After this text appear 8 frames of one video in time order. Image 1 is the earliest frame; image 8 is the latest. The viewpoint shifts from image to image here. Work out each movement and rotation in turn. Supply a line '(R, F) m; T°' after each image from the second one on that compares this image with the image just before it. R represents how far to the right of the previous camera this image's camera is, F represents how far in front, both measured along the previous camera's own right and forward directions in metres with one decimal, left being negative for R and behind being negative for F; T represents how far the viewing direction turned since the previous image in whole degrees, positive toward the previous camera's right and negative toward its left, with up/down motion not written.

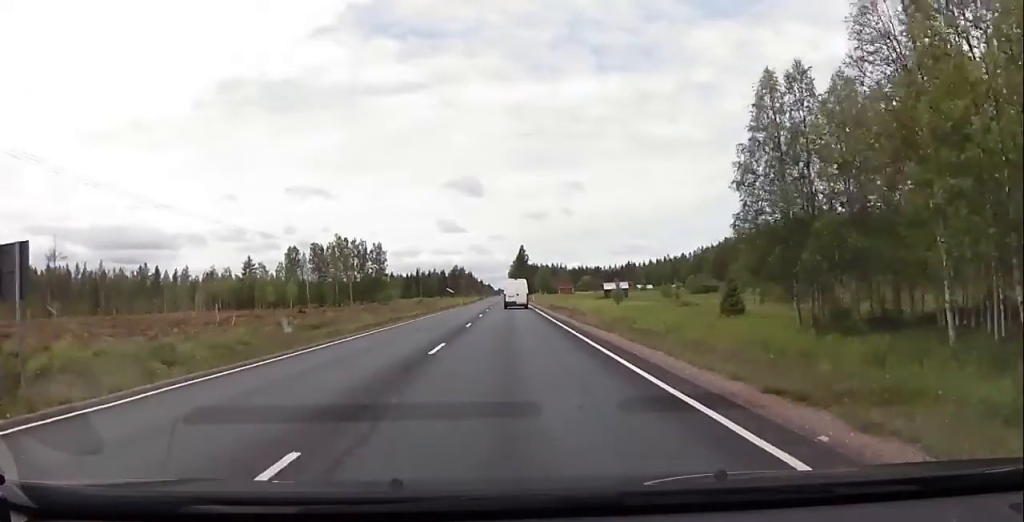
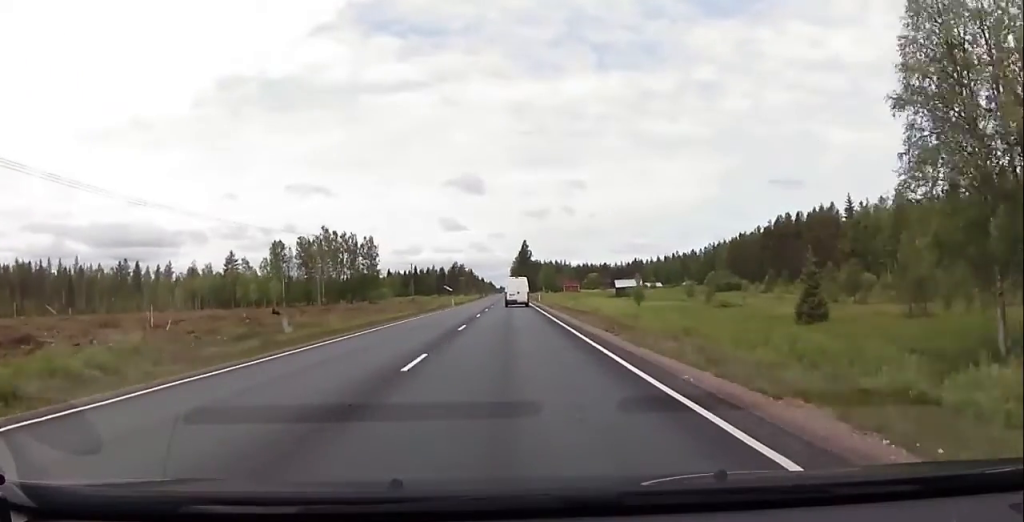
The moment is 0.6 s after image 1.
(0.0, +15.2) m; 0°
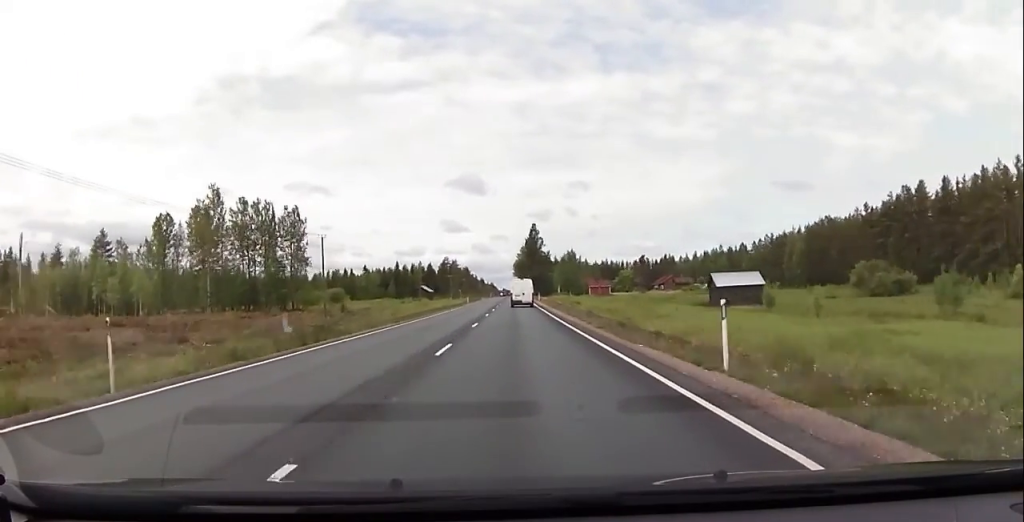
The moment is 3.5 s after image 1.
(0.0, +69.0) m; 0°
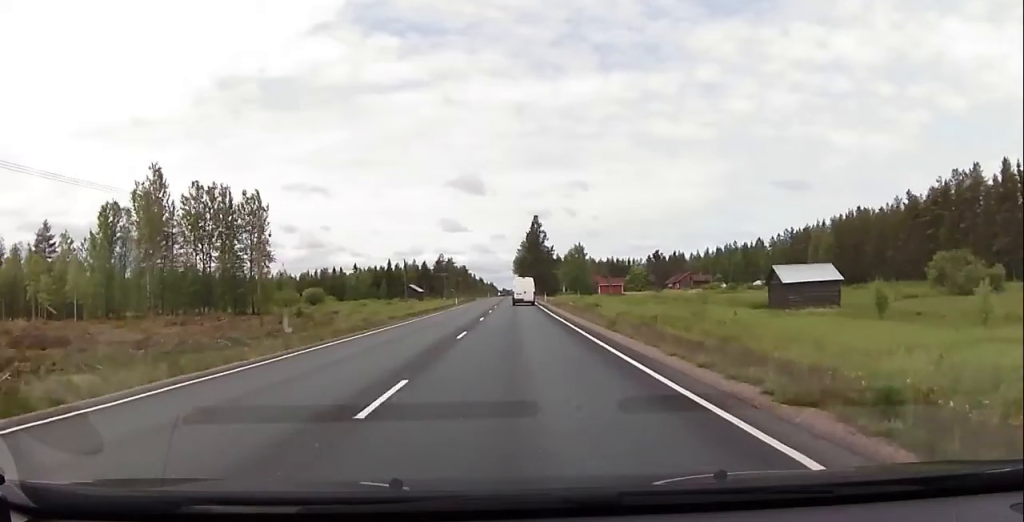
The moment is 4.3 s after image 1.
(0.0, +19.0) m; 0°
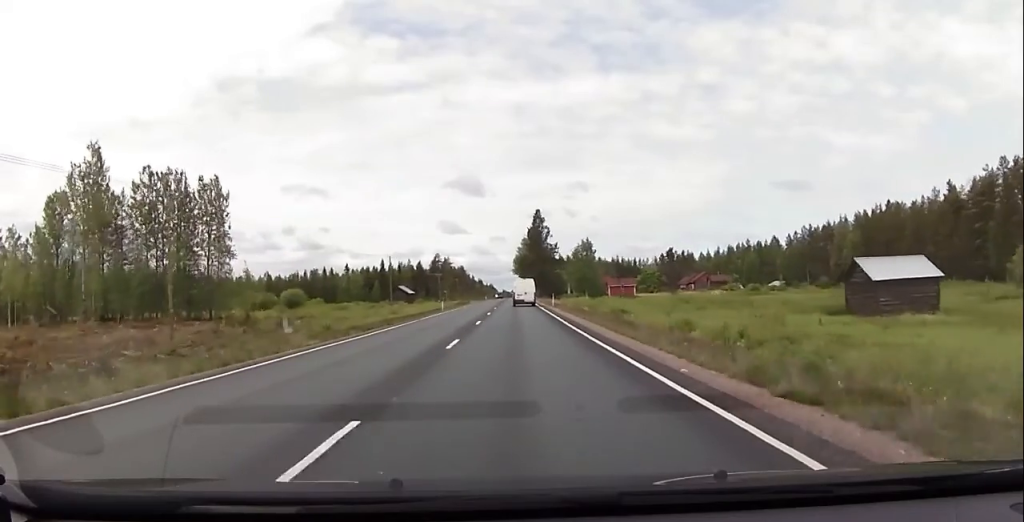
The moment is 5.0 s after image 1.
(0.0, +15.0) m; -1°
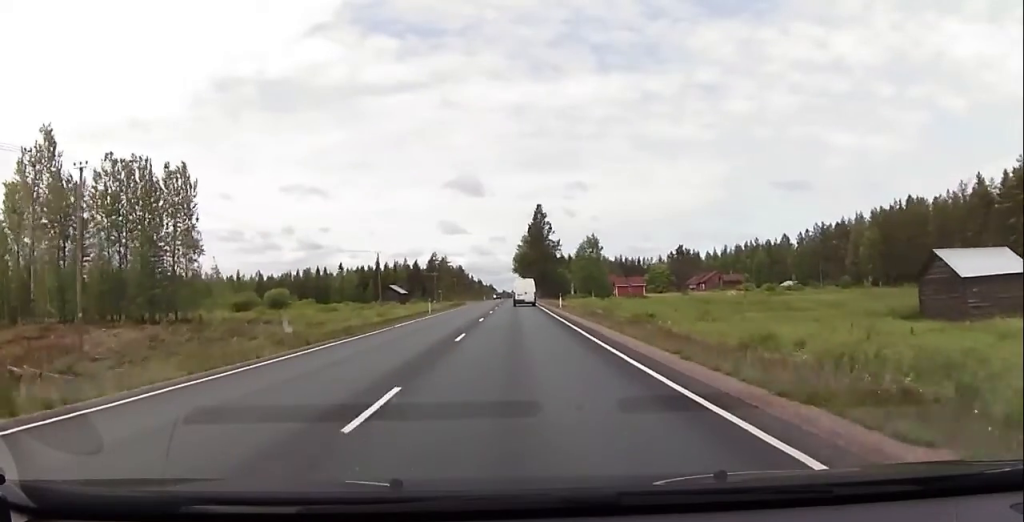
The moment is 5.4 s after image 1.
(+0.1, +9.5) m; -1°
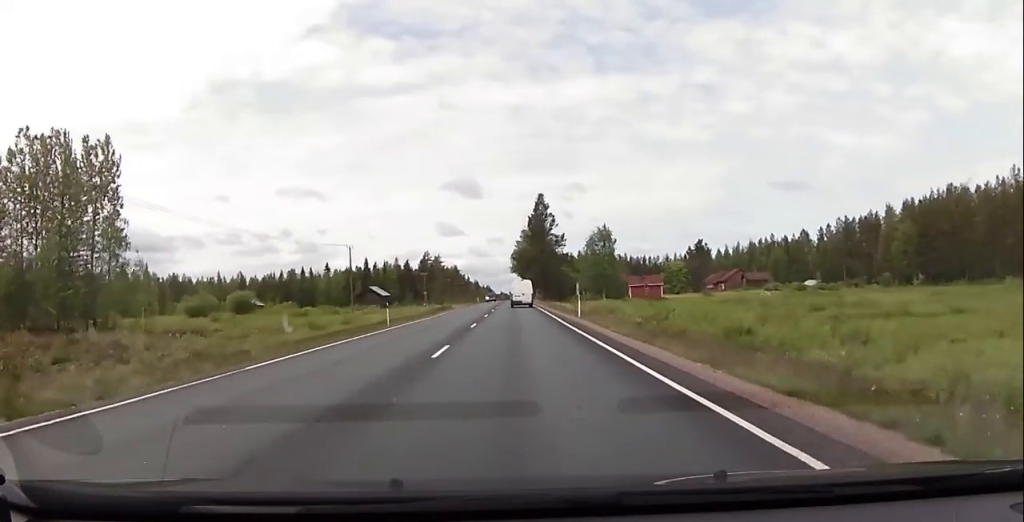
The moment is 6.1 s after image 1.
(-0.3, +16.6) m; 0°
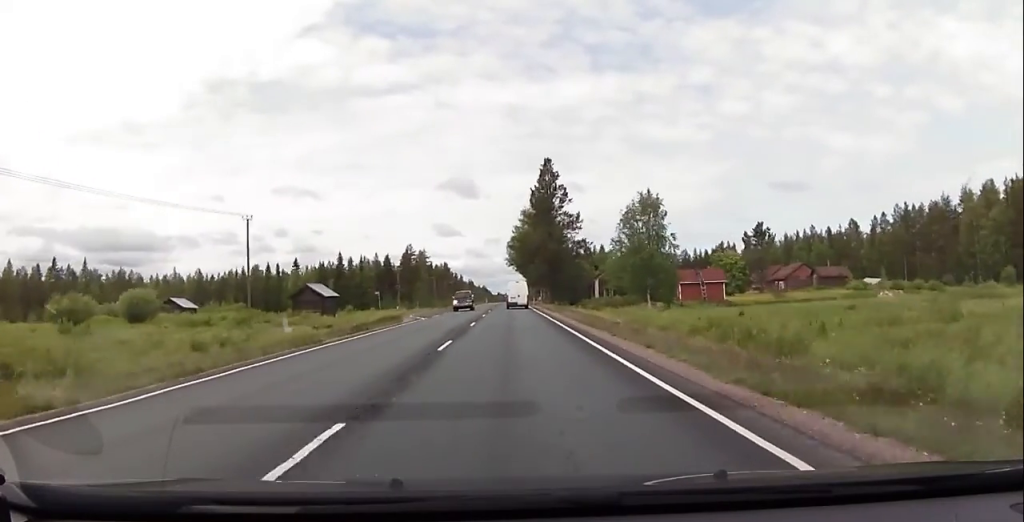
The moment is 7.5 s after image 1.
(+0.3, +33.3) m; +1°
